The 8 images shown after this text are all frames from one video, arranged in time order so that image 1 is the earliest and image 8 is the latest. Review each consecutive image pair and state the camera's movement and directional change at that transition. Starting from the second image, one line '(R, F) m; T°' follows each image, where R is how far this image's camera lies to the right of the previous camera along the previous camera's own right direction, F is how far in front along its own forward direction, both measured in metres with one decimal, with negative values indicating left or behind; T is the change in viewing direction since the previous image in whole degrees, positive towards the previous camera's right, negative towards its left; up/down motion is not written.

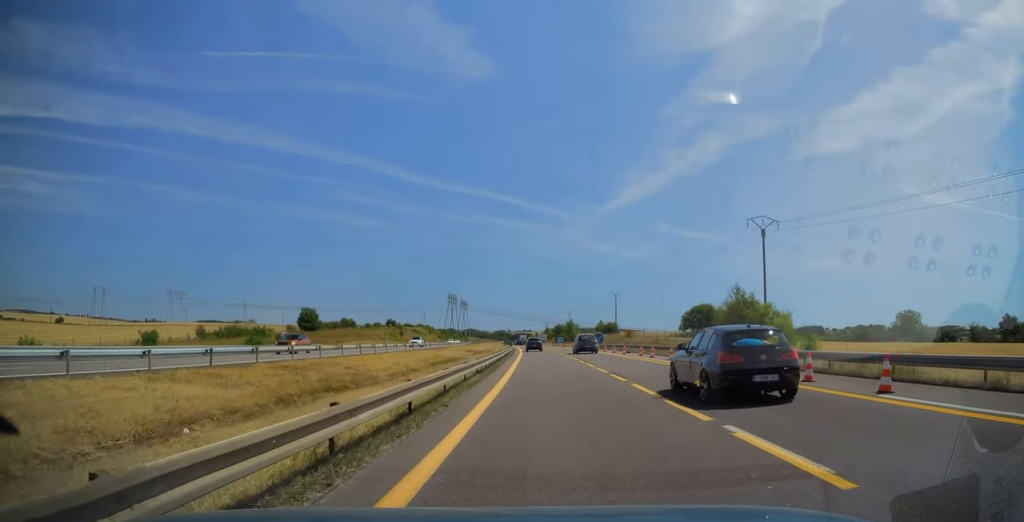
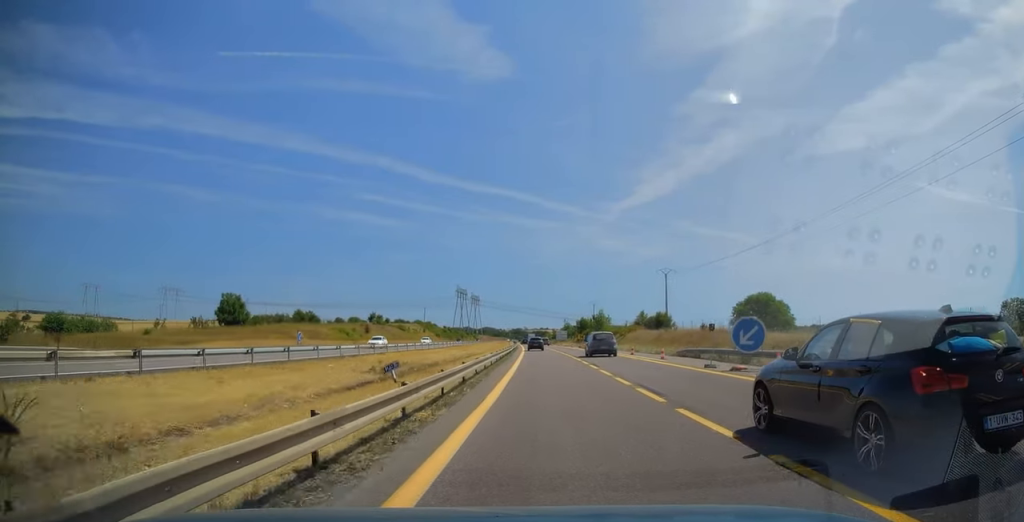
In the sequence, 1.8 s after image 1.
(-0.7, +44.8) m; -2°
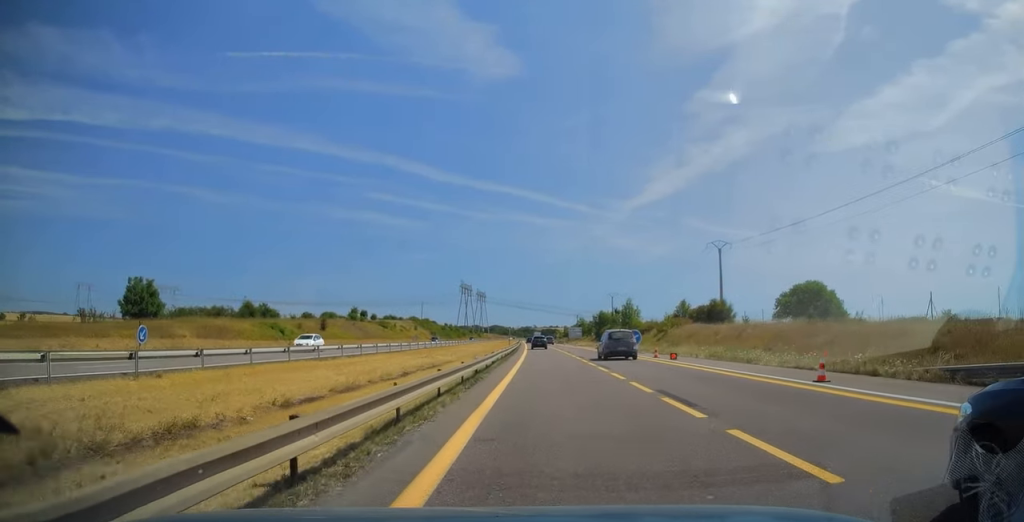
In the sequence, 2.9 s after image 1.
(-0.1, +28.6) m; -1°
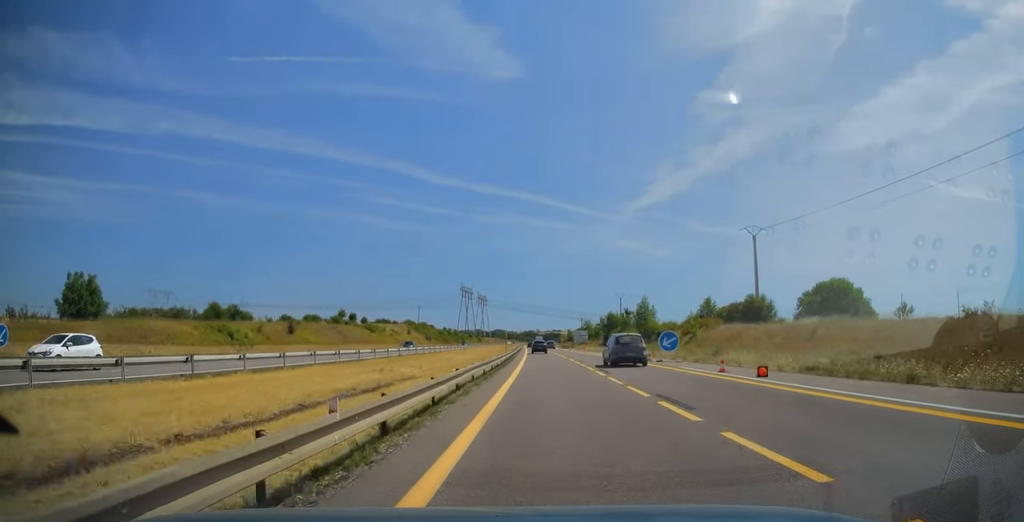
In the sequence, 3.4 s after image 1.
(-0.2, +12.8) m; -1°
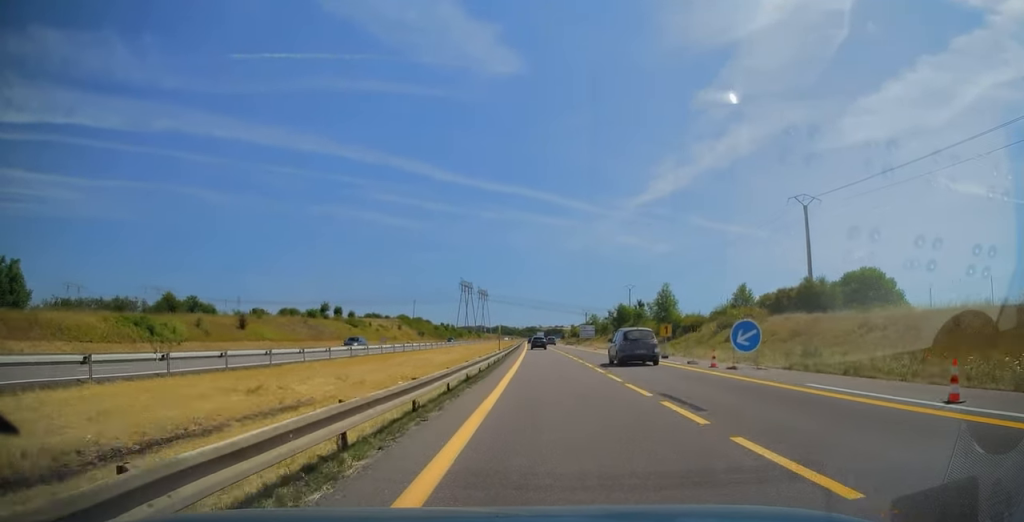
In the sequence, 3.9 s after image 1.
(-0.1, +13.6) m; 0°
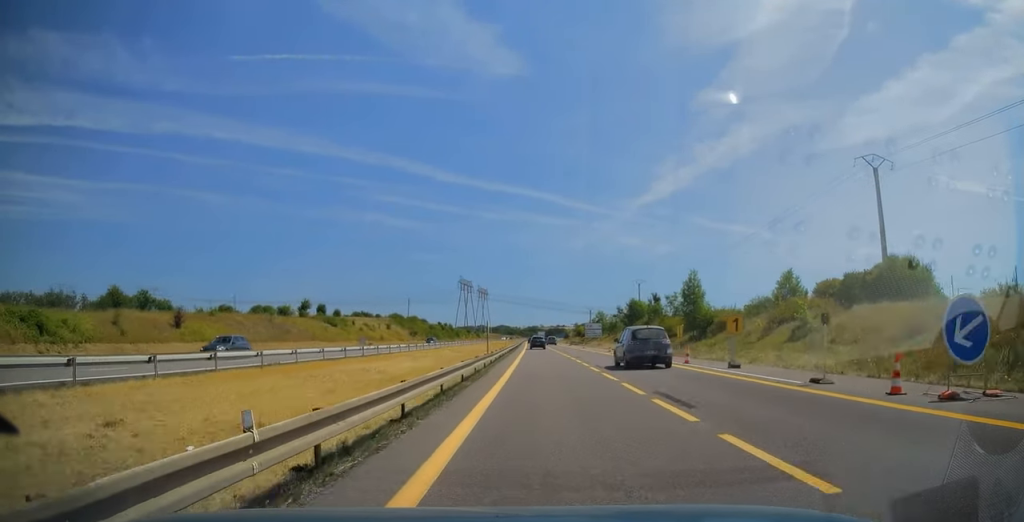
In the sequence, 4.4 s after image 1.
(-0.1, +12.8) m; +1°
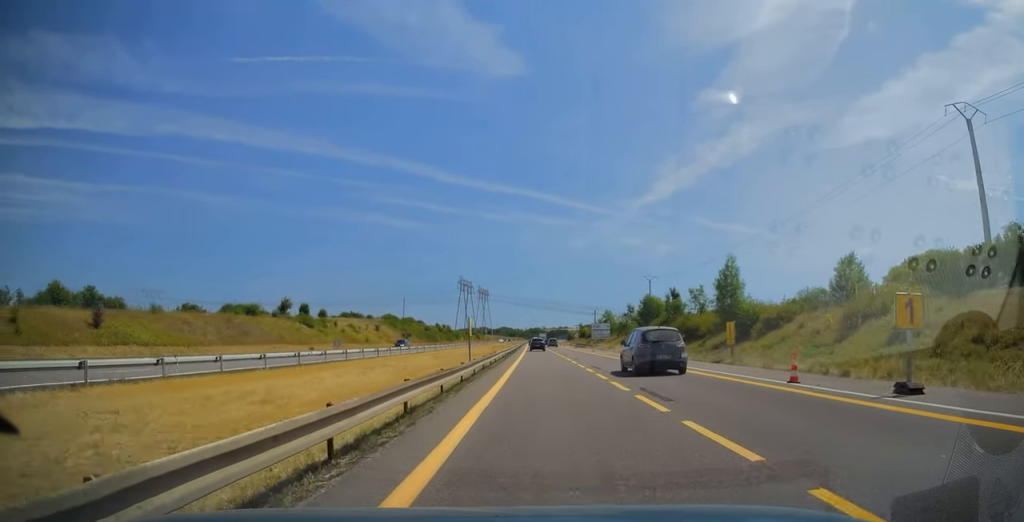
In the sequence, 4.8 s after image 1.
(+0.1, +11.5) m; 0°
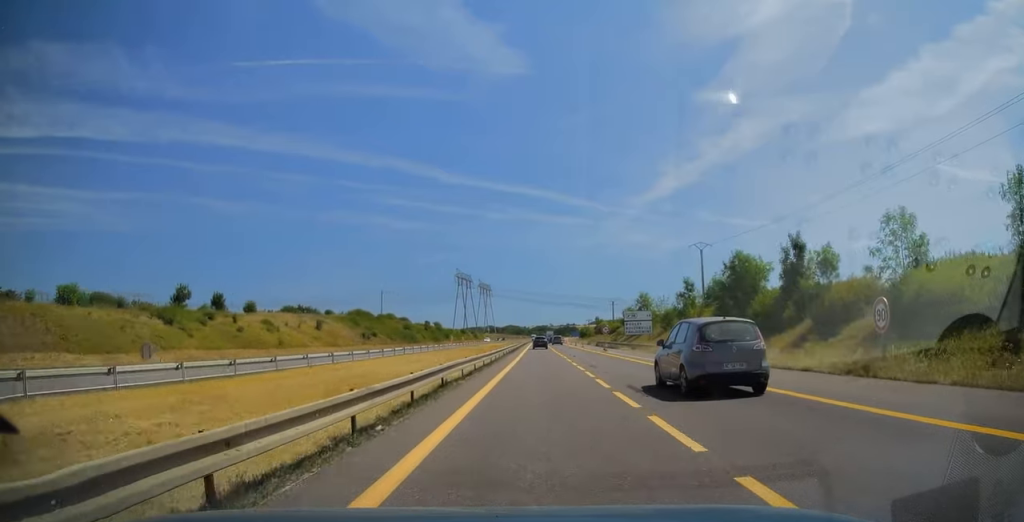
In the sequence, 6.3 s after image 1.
(0.0, +38.2) m; -2°
